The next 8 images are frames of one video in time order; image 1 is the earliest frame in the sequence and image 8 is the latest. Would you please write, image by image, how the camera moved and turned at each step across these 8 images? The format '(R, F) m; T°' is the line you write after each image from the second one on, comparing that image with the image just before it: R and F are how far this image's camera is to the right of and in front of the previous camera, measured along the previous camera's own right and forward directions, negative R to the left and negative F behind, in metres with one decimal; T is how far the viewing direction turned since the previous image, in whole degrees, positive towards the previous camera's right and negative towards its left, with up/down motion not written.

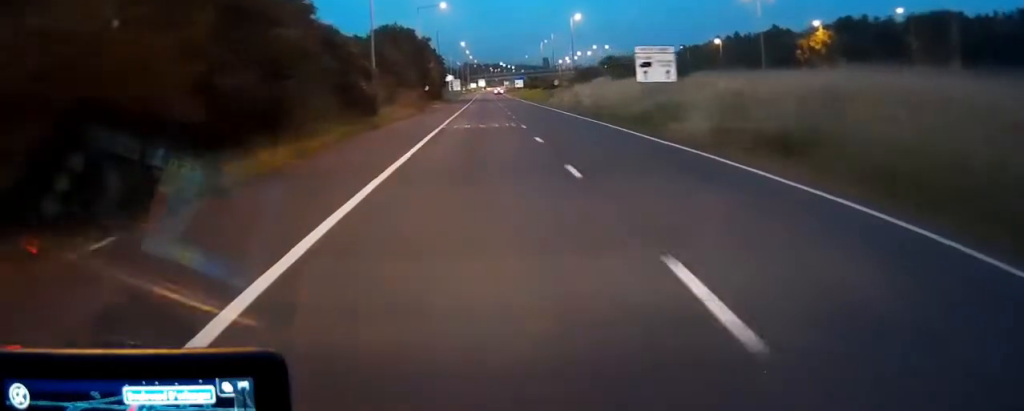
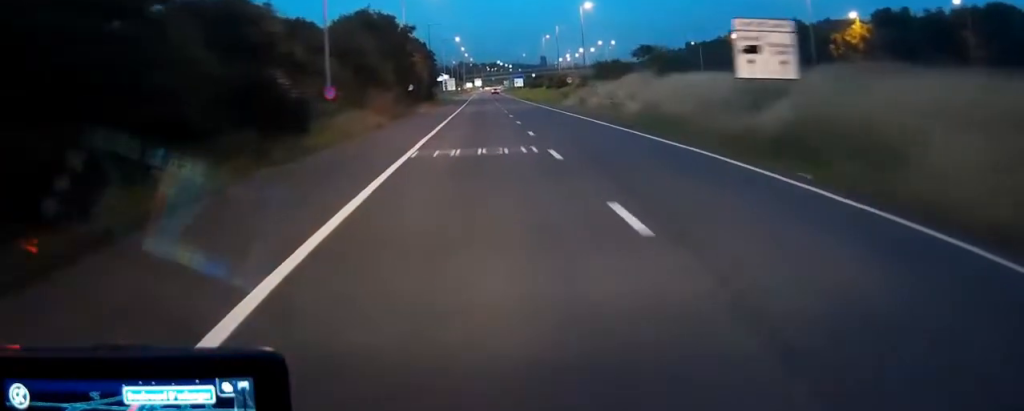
(0.0, +14.6) m; 0°
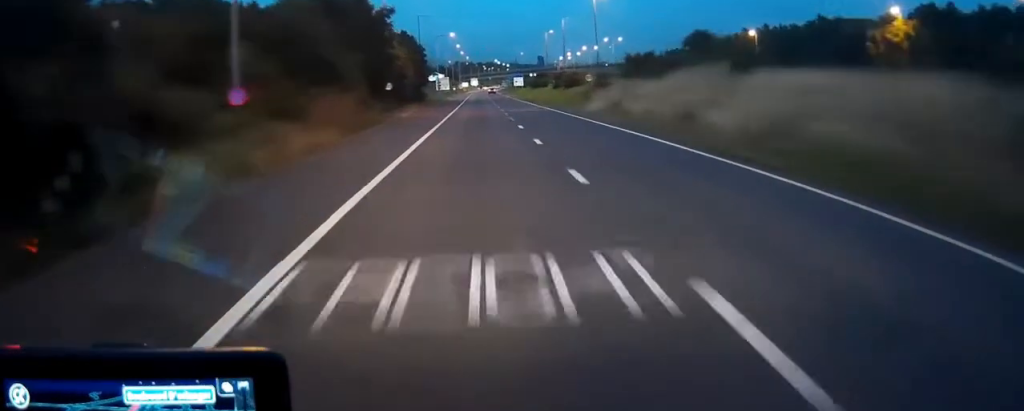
(0.0, +13.6) m; 0°
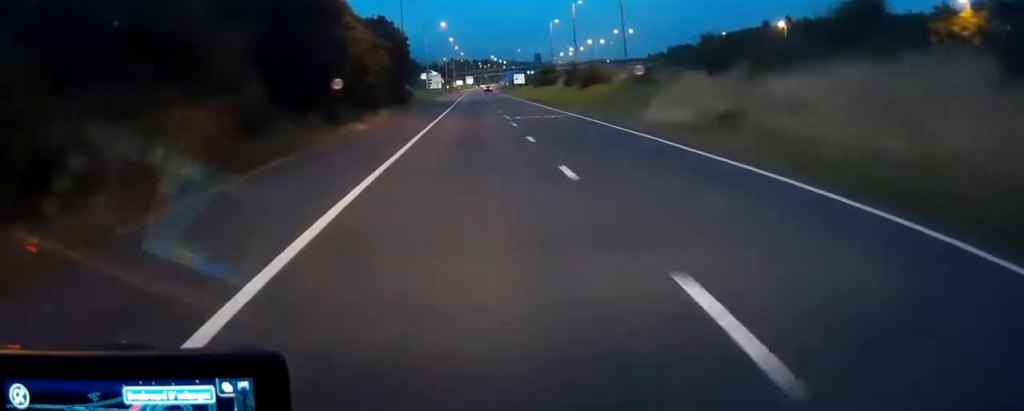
(+0.1, +17.5) m; 0°
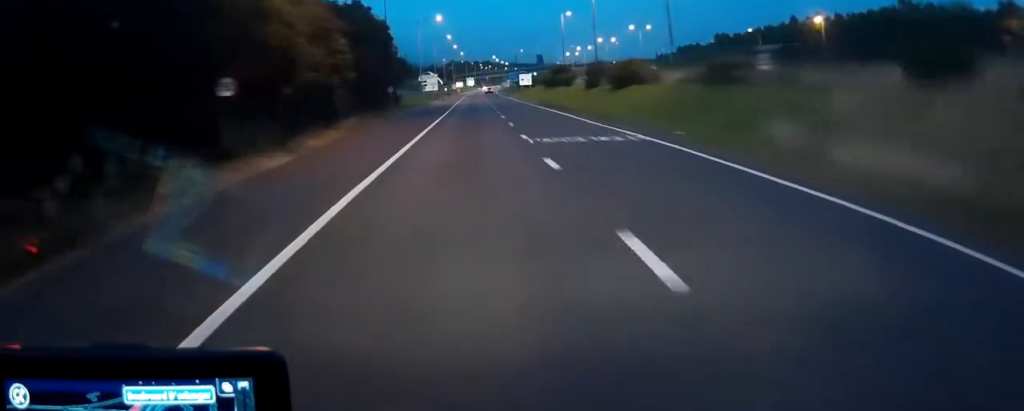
(0.0, +15.6) m; 0°
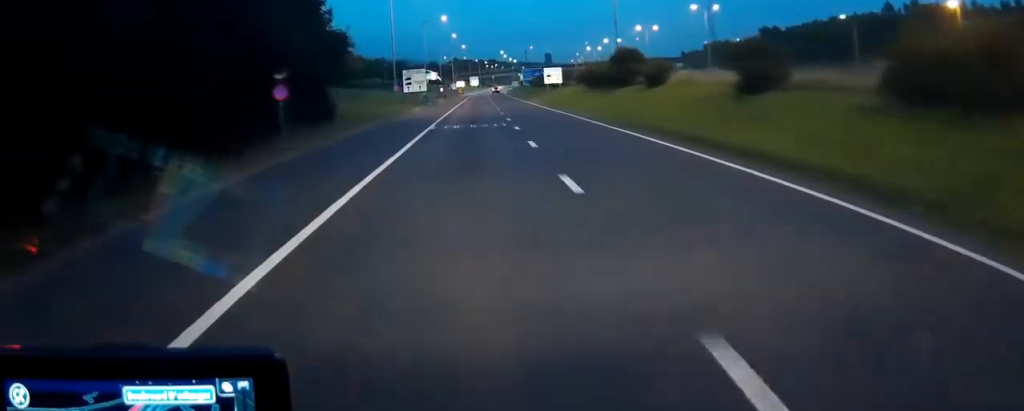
(-0.3, +38.8) m; -1°
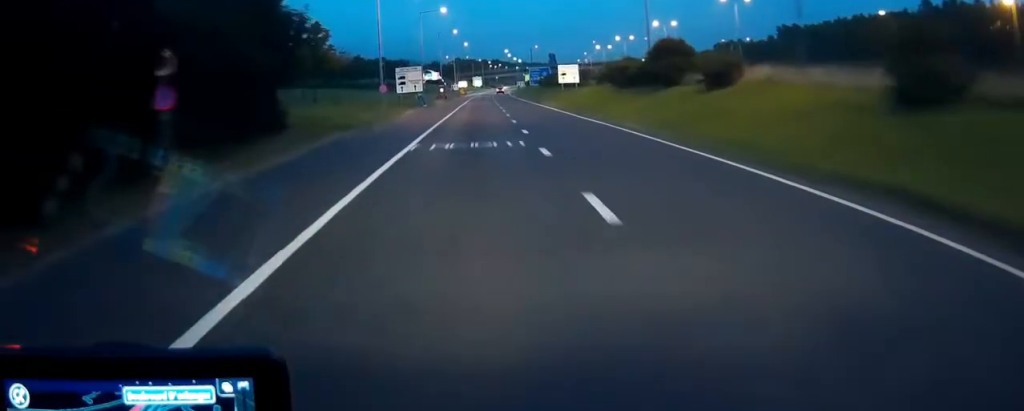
(0.0, +11.6) m; 0°
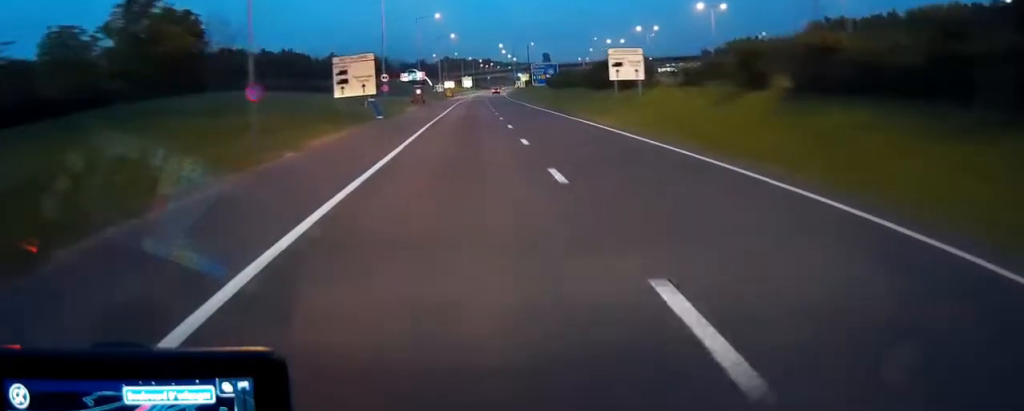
(+0.2, +31.8) m; +1°
